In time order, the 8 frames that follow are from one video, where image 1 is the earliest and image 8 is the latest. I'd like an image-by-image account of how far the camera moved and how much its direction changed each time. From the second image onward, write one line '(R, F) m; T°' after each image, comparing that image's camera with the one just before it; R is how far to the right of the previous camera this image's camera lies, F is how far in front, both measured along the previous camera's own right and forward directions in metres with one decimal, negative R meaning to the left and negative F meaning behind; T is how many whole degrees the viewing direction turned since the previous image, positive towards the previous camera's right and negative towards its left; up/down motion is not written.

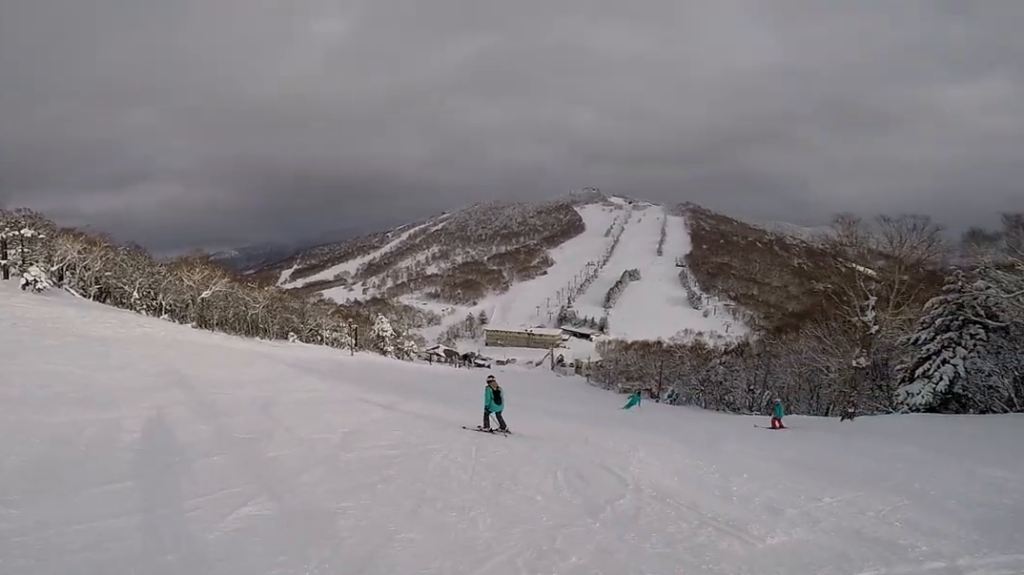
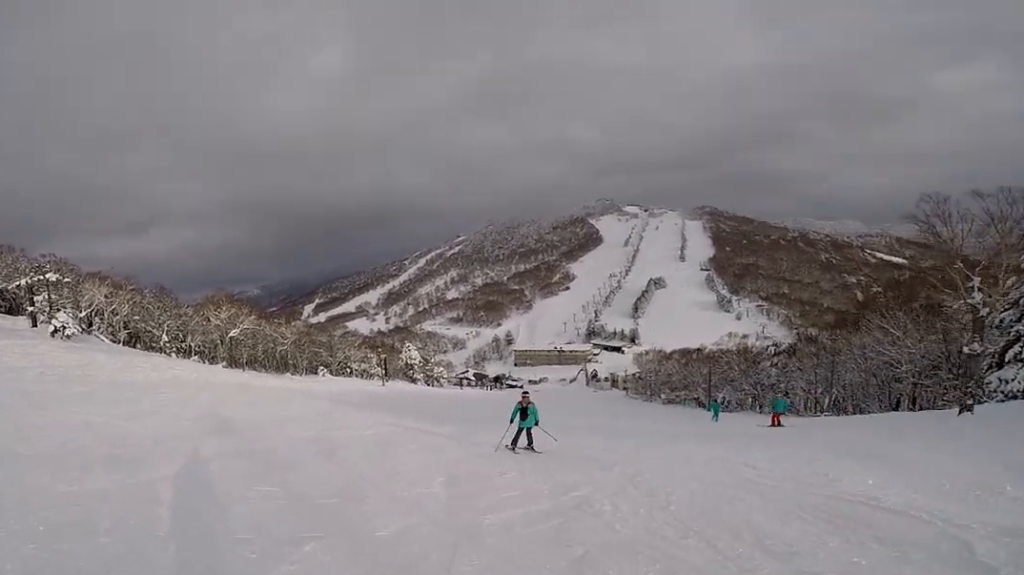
(+0.1, +3.0) m; +13°
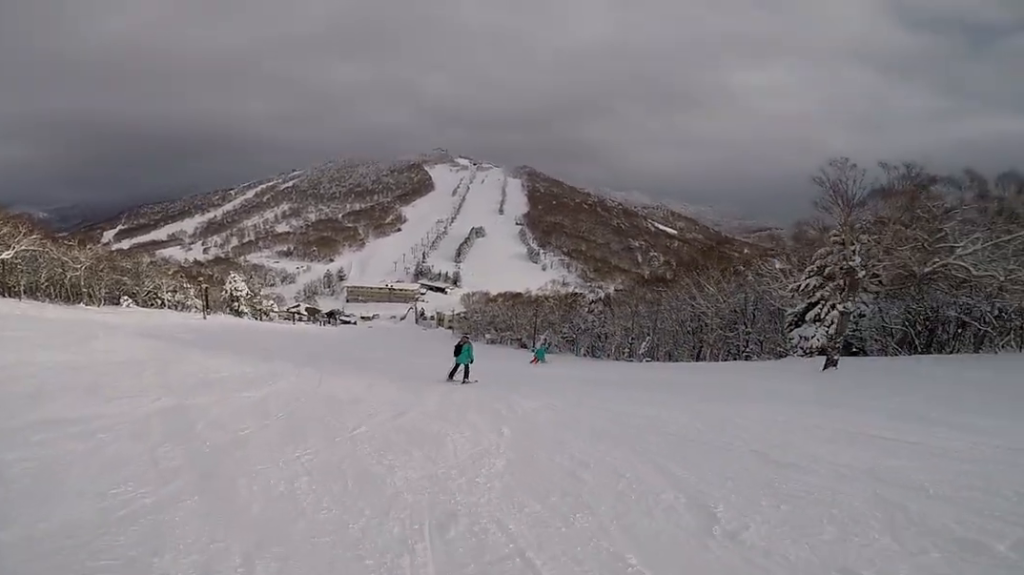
(+2.3, +5.1) m; +52°
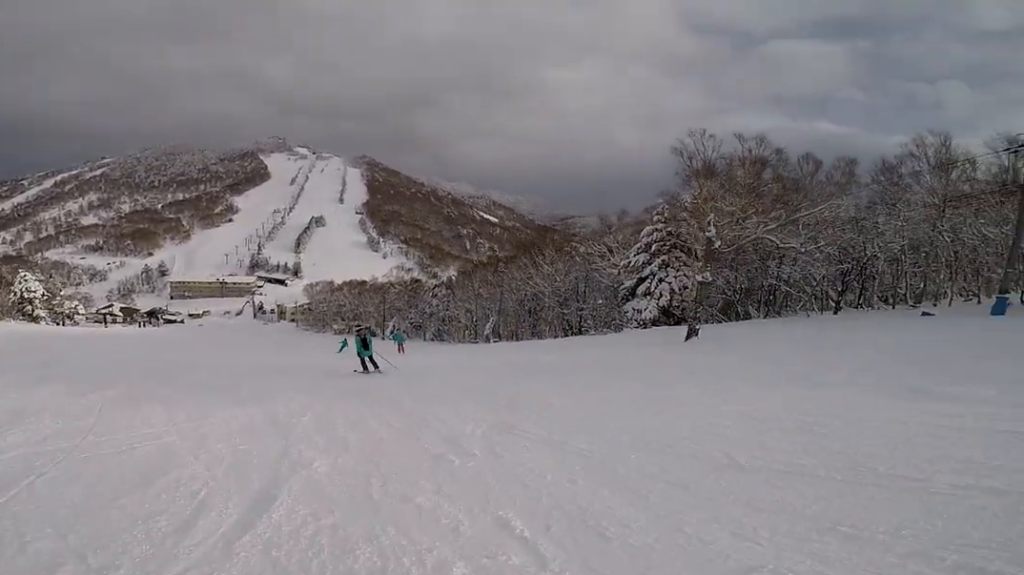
(+1.2, +3.9) m; +22°
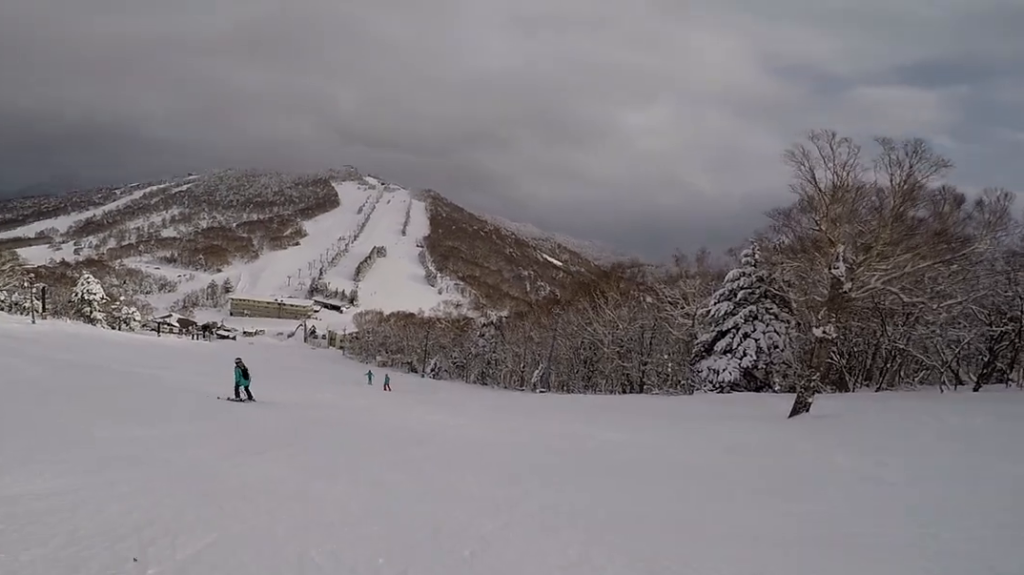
(+0.6, +6.0) m; +1°
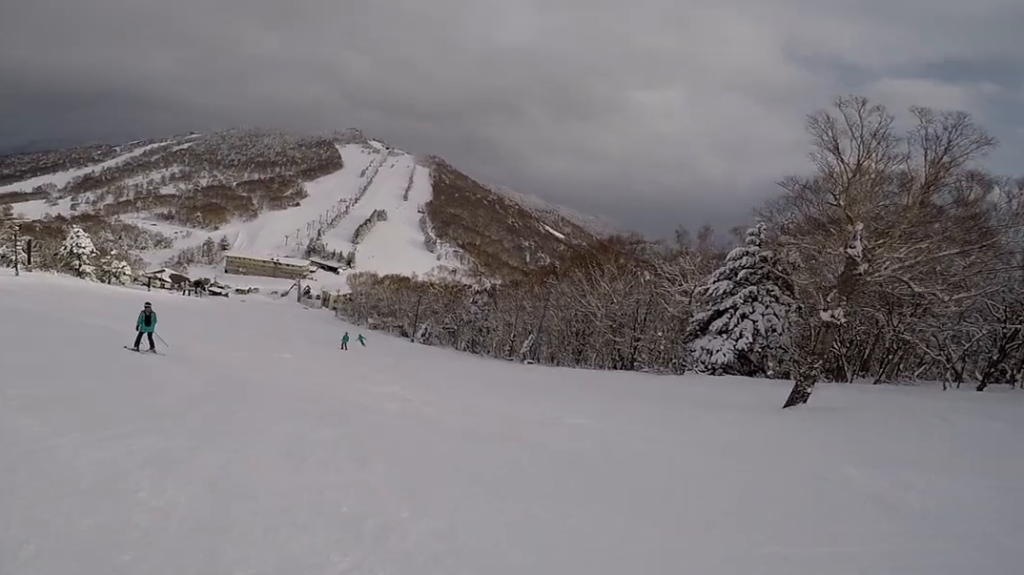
(+0.1, +2.0) m; -5°
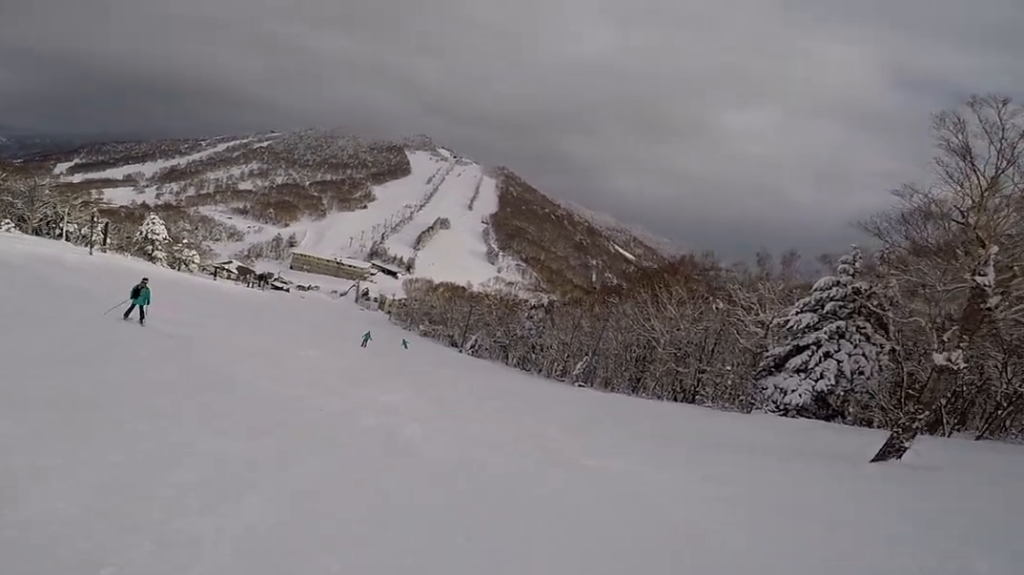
(-0.2, +2.1) m; -17°
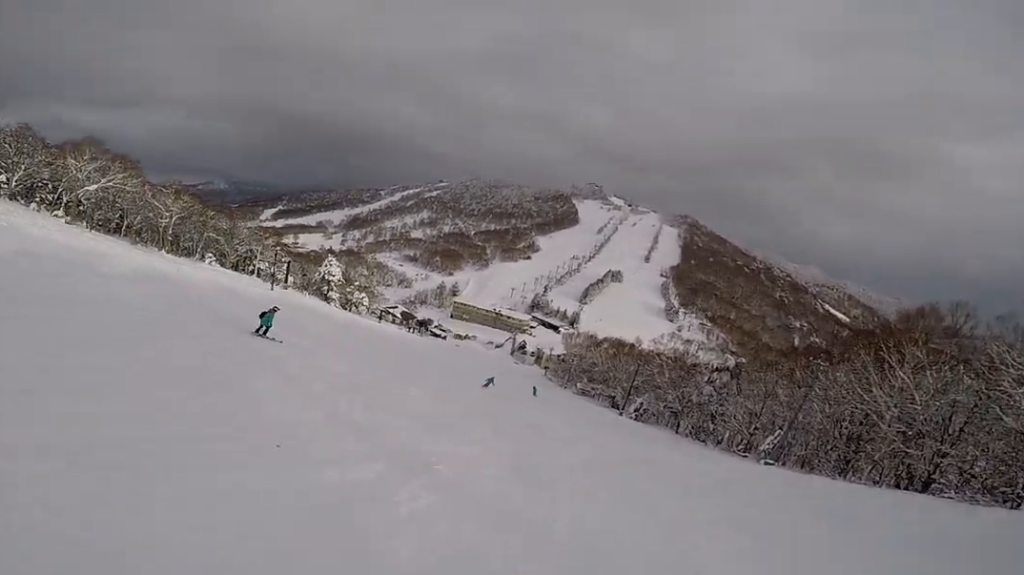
(-0.1, +3.0) m; -27°
